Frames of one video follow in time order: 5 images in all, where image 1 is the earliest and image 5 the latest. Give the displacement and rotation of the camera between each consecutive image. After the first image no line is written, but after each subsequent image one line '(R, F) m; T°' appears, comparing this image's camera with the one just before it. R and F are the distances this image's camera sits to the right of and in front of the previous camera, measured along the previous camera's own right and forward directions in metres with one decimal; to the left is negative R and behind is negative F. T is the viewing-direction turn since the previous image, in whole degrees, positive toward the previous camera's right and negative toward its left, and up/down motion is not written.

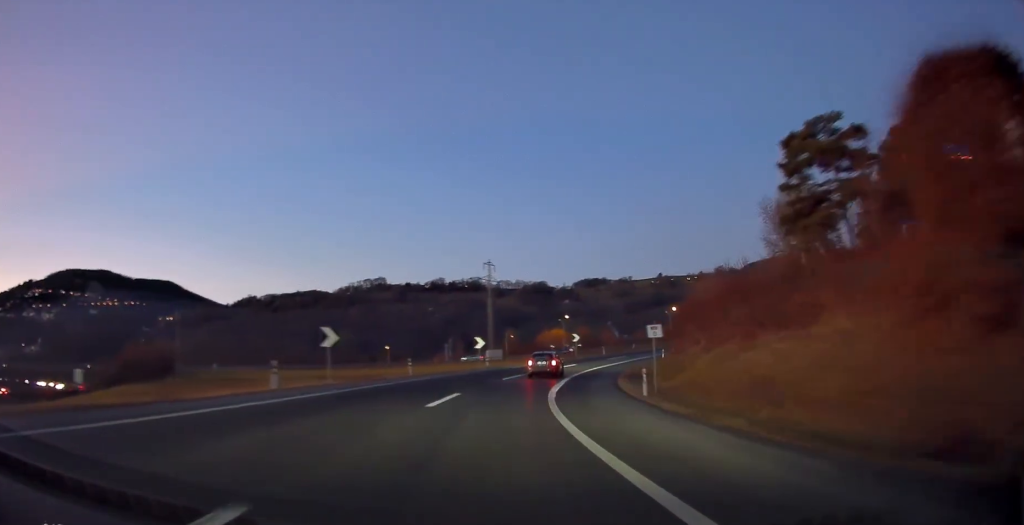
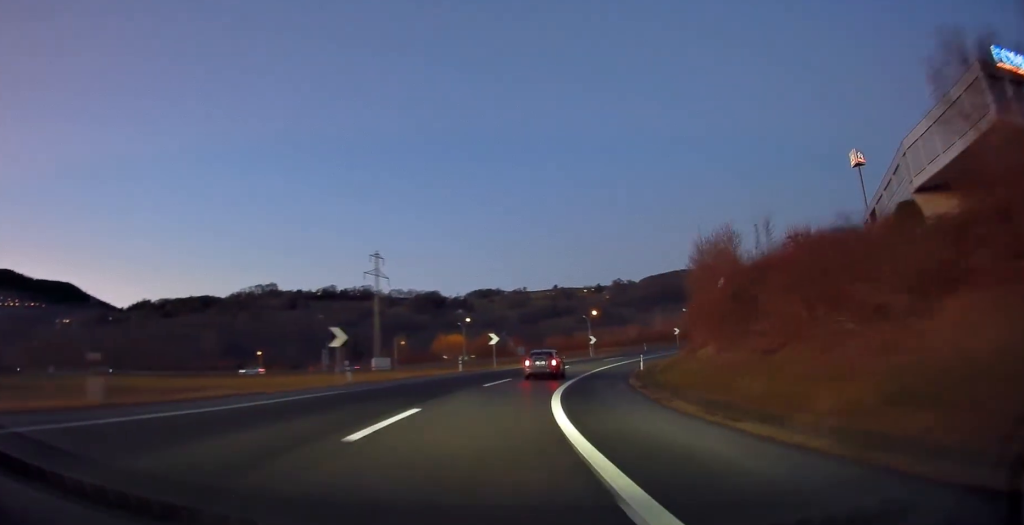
(+1.6, +25.5) m; +8°
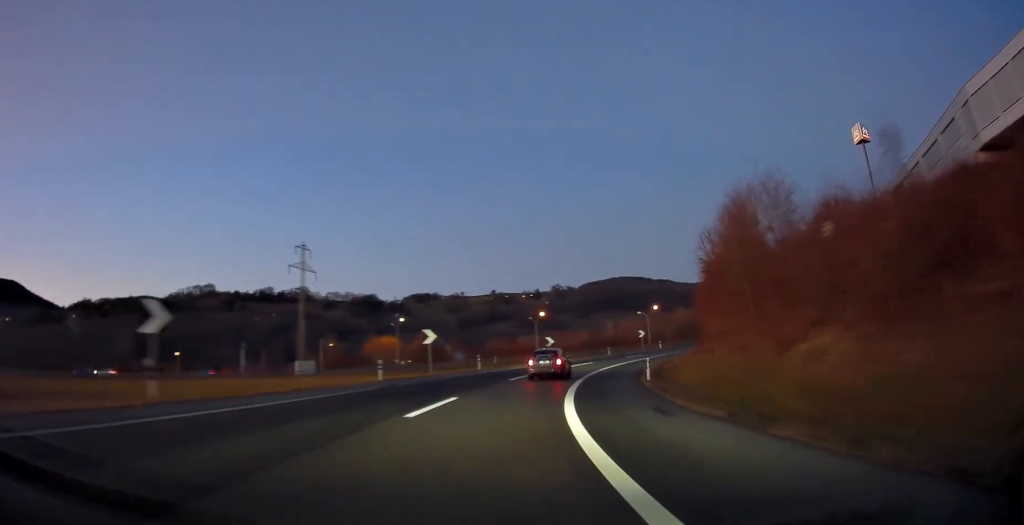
(+0.6, +13.7) m; +5°
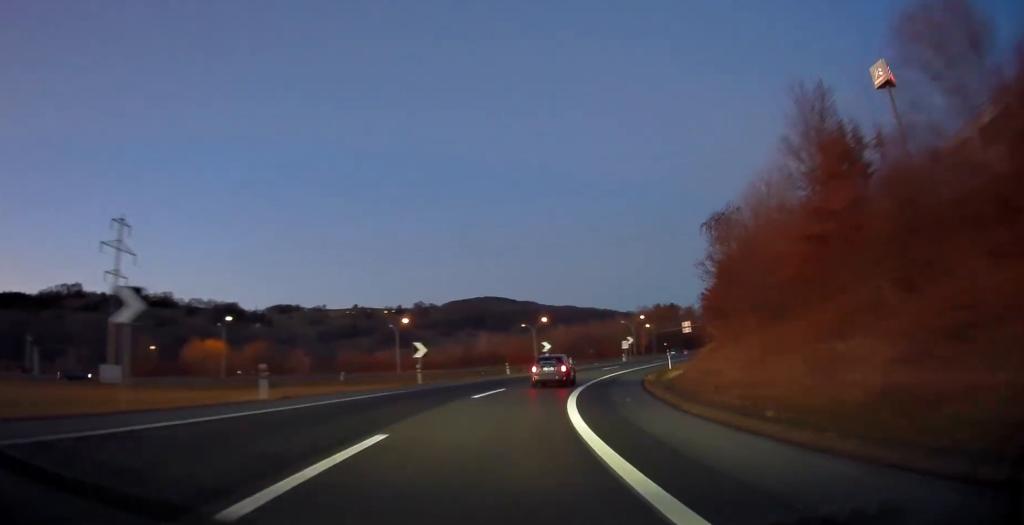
(+2.1, +26.2) m; +12°
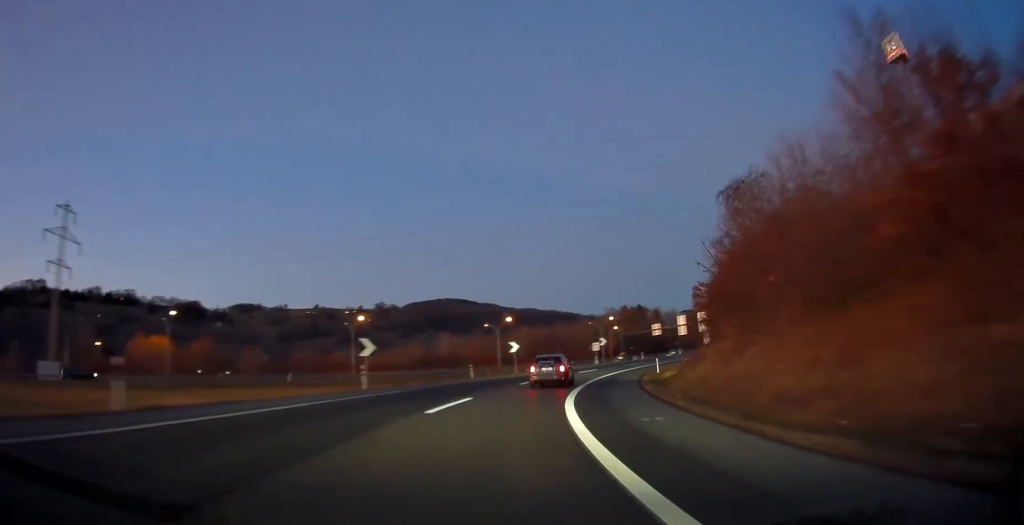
(+0.5, +6.9) m; +4°
